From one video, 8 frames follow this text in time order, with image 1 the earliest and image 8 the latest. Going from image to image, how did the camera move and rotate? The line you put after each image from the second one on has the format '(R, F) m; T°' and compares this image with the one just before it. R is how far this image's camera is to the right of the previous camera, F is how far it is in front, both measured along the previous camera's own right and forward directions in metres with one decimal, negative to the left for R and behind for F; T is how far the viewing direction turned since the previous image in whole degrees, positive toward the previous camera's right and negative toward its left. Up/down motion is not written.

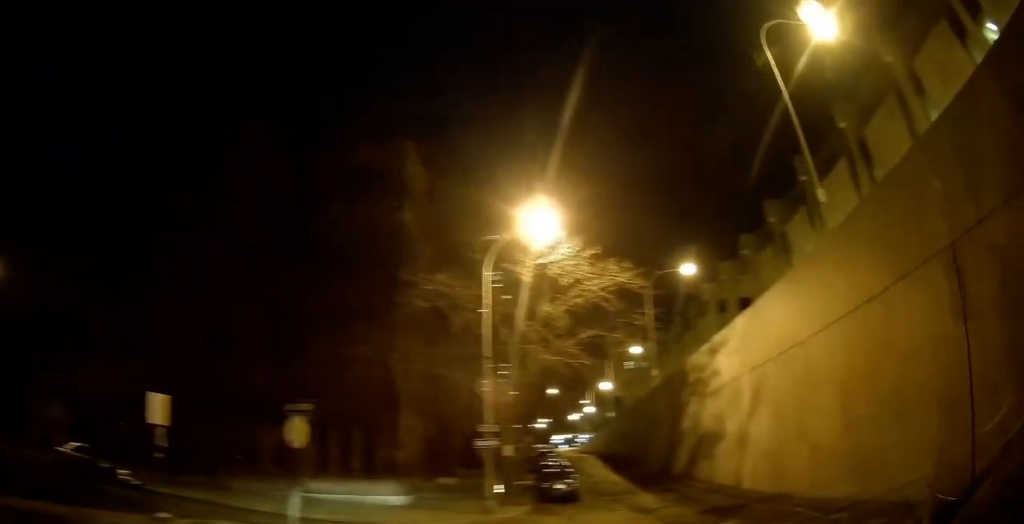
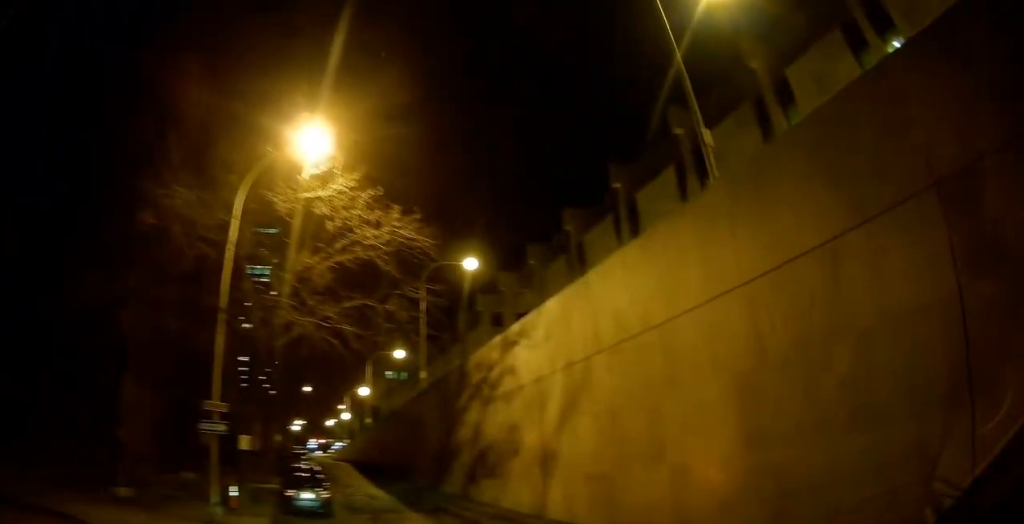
(+0.7, +5.3) m; +16°
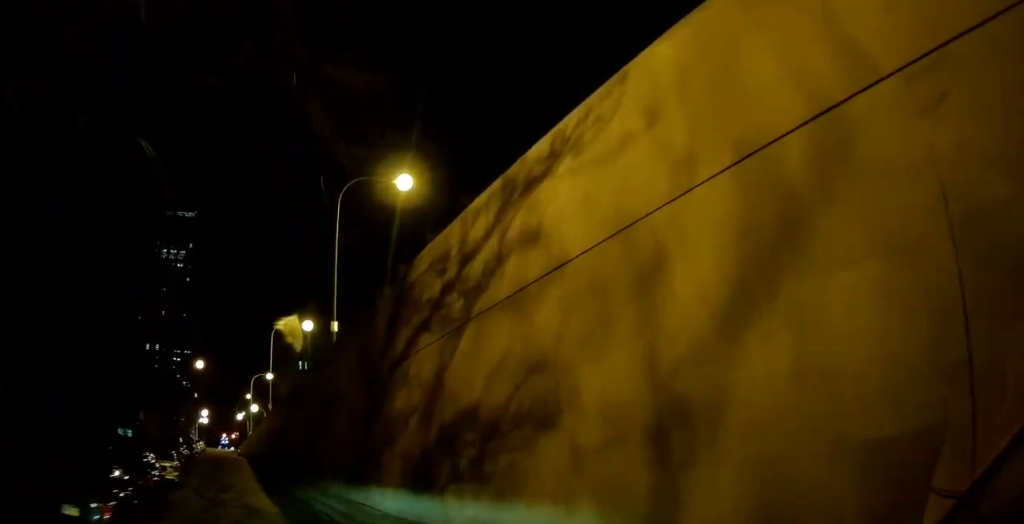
(+2.5, +12.4) m; +8°
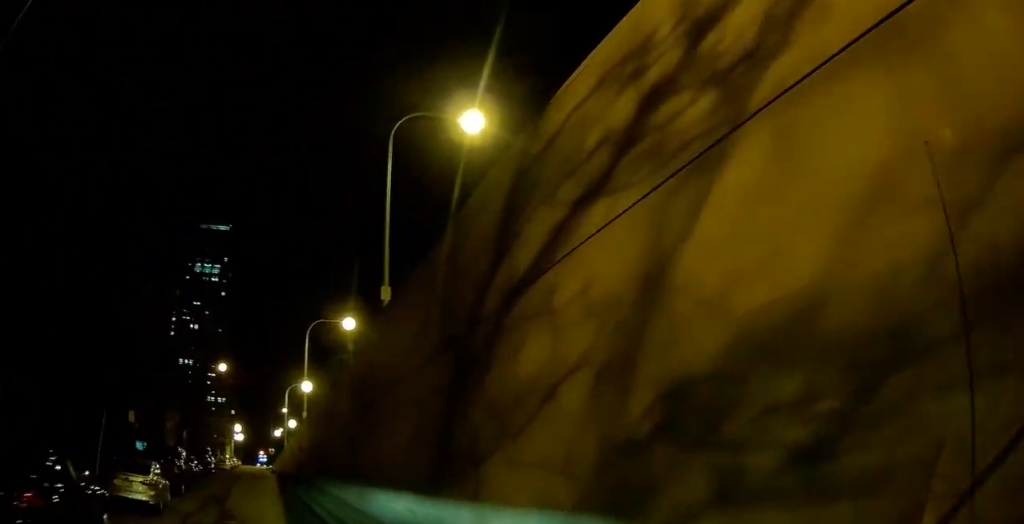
(-0.8, +7.6) m; -9°
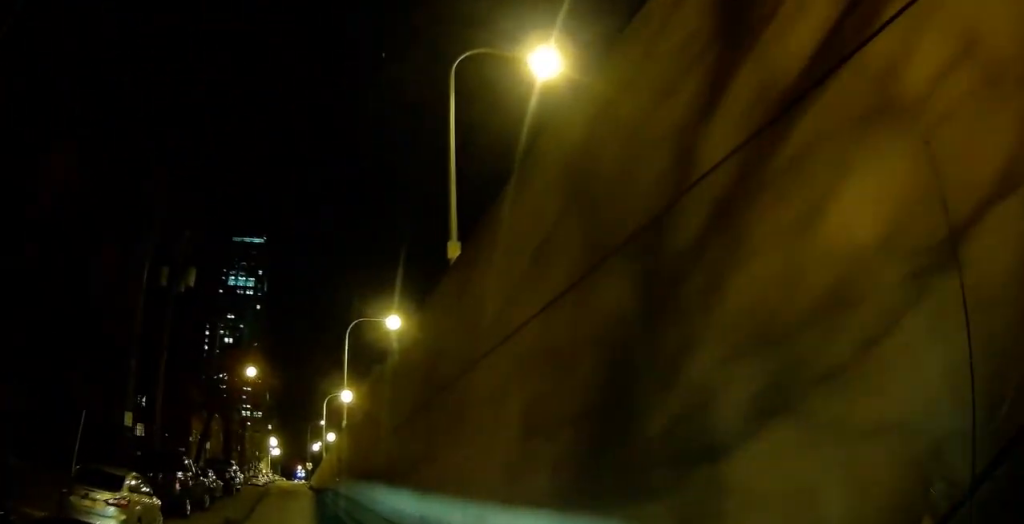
(-0.2, +4.9) m; -4°
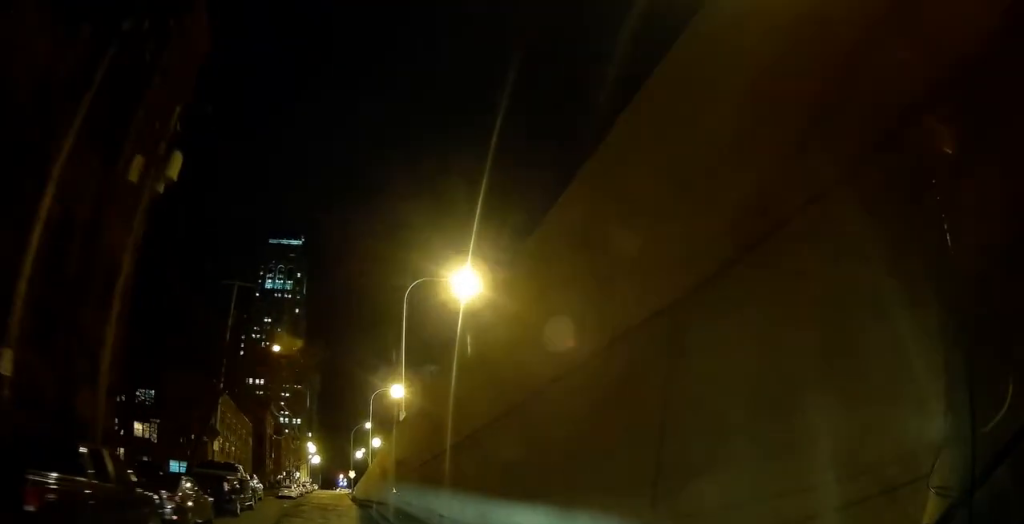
(-0.5, +10.6) m; -4°
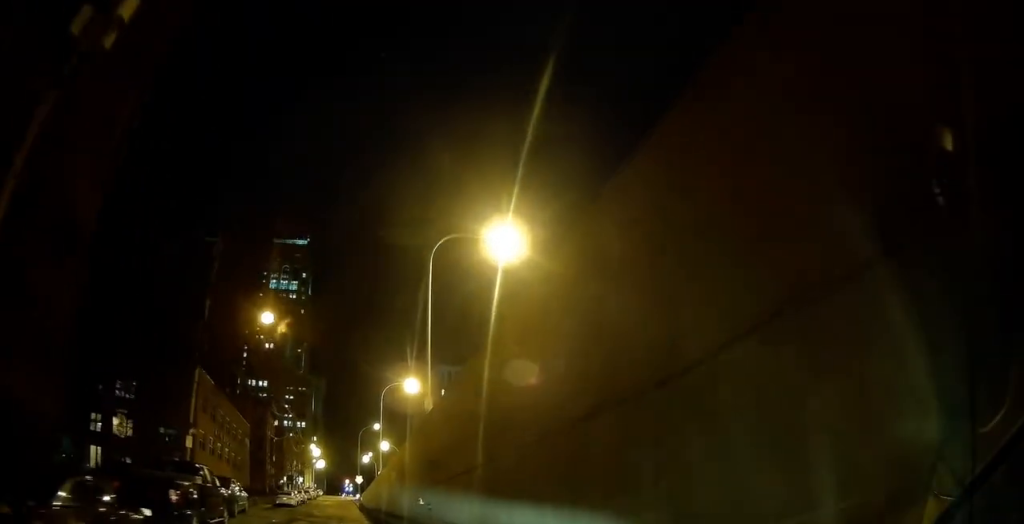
(-0.1, +6.8) m; -1°
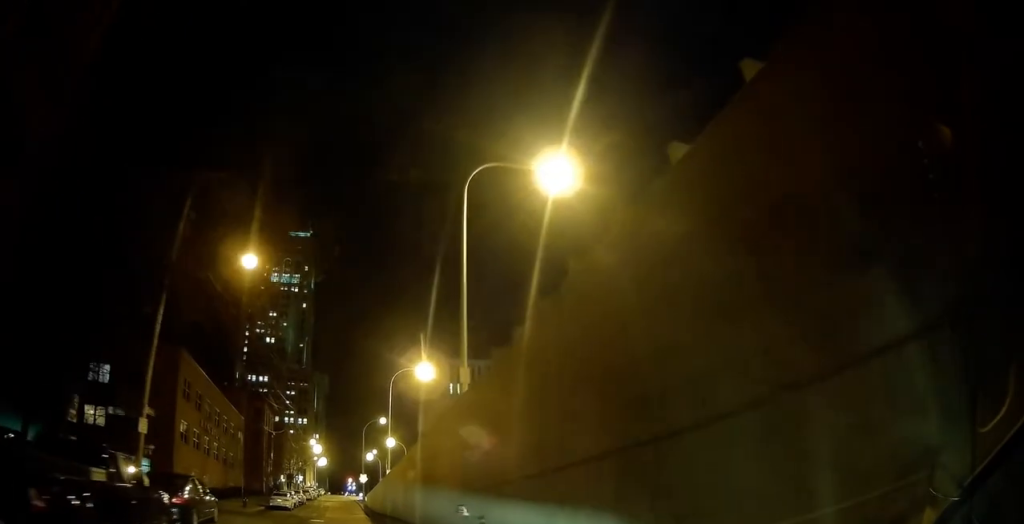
(0.0, +6.5) m; 0°
